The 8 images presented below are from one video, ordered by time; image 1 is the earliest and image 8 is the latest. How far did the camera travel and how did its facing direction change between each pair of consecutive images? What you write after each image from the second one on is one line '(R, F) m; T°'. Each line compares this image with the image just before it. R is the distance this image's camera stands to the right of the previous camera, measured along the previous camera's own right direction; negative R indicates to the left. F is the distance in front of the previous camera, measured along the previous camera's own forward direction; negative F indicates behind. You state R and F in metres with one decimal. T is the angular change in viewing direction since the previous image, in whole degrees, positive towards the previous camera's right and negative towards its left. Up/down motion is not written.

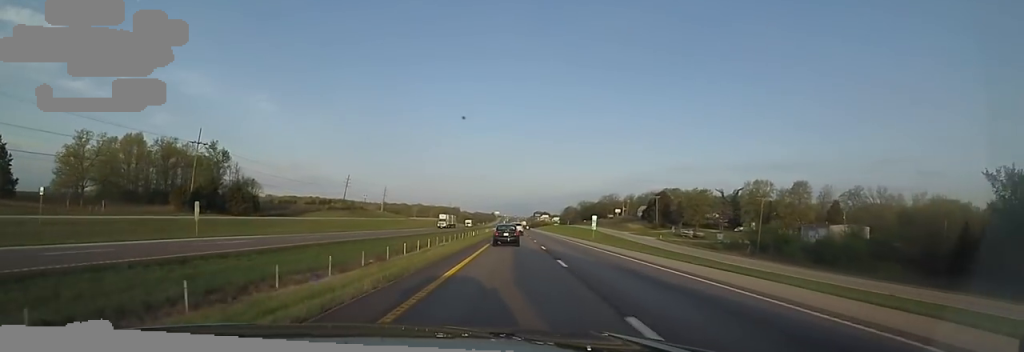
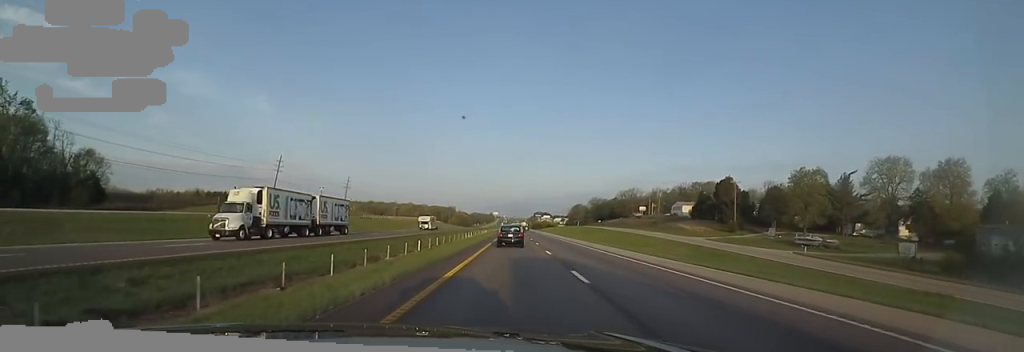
(-1.9, +53.0) m; 0°
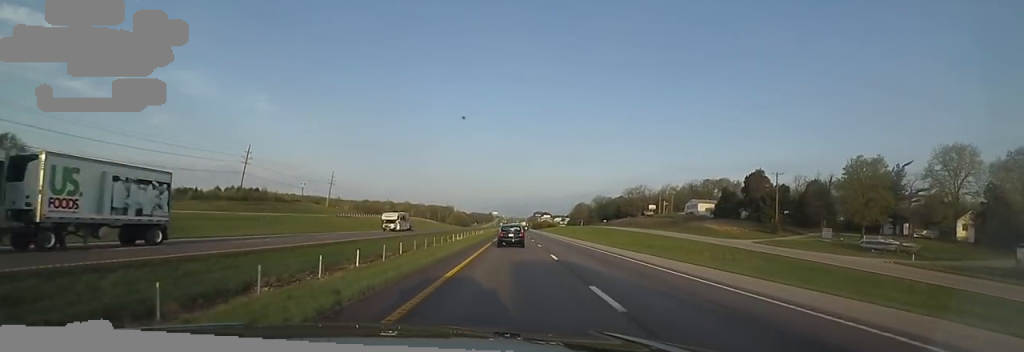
(+0.1, +16.1) m; +1°
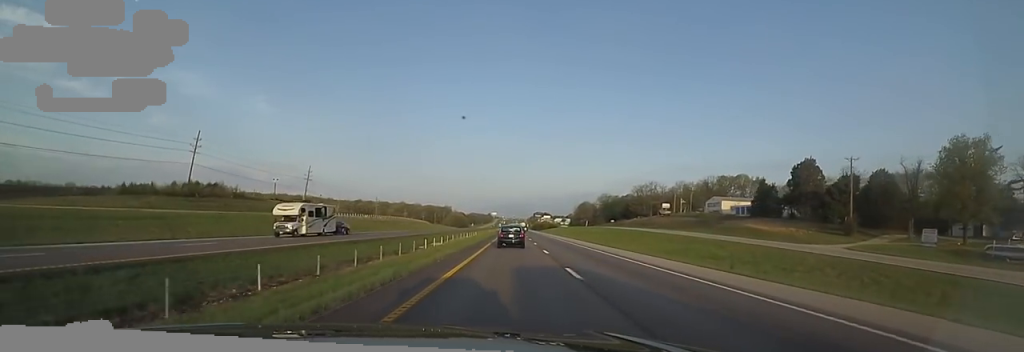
(+0.8, +20.0) m; 0°
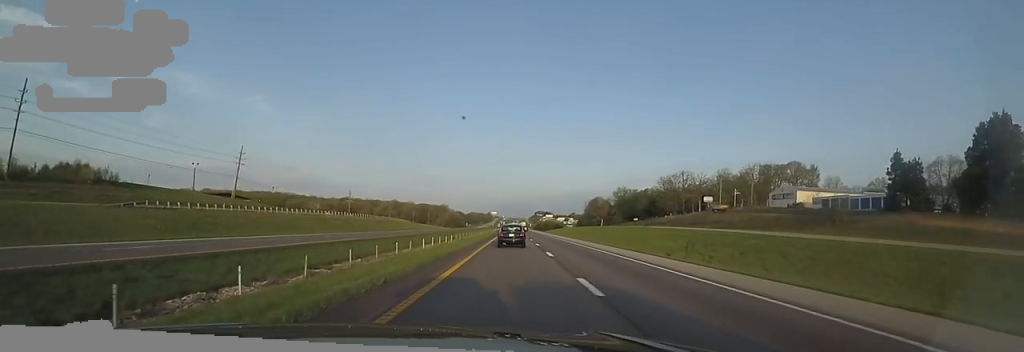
(-0.5, +42.1) m; -2°
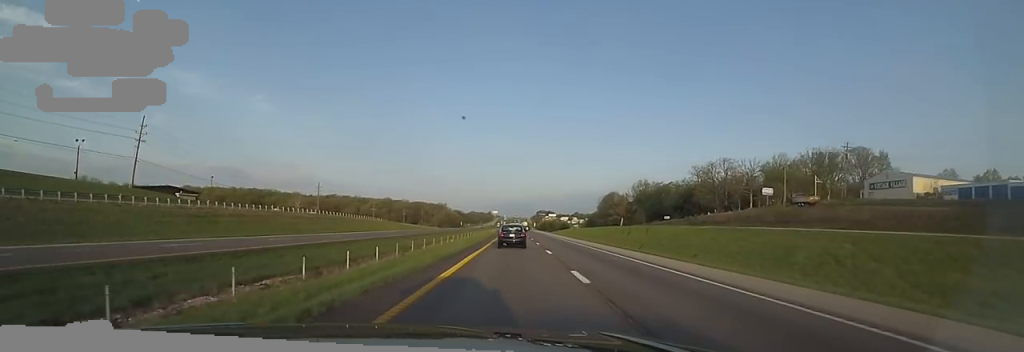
(-0.6, +35.9) m; -1°
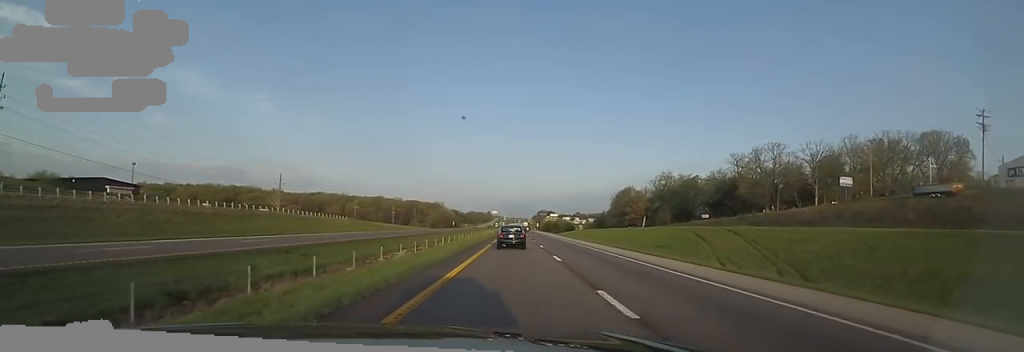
(-0.1, +29.3) m; +2°
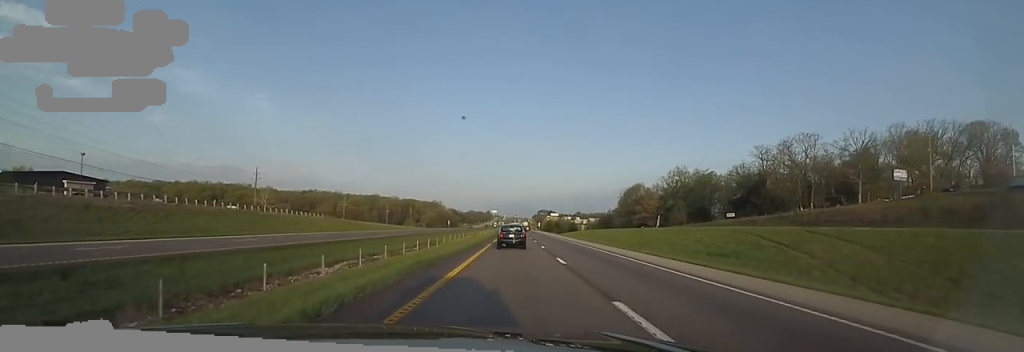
(0.0, +13.9) m; +1°
